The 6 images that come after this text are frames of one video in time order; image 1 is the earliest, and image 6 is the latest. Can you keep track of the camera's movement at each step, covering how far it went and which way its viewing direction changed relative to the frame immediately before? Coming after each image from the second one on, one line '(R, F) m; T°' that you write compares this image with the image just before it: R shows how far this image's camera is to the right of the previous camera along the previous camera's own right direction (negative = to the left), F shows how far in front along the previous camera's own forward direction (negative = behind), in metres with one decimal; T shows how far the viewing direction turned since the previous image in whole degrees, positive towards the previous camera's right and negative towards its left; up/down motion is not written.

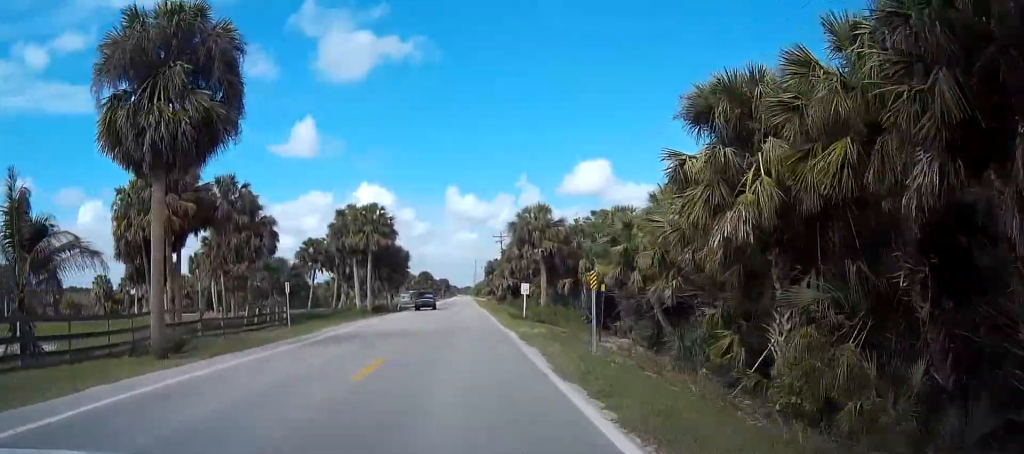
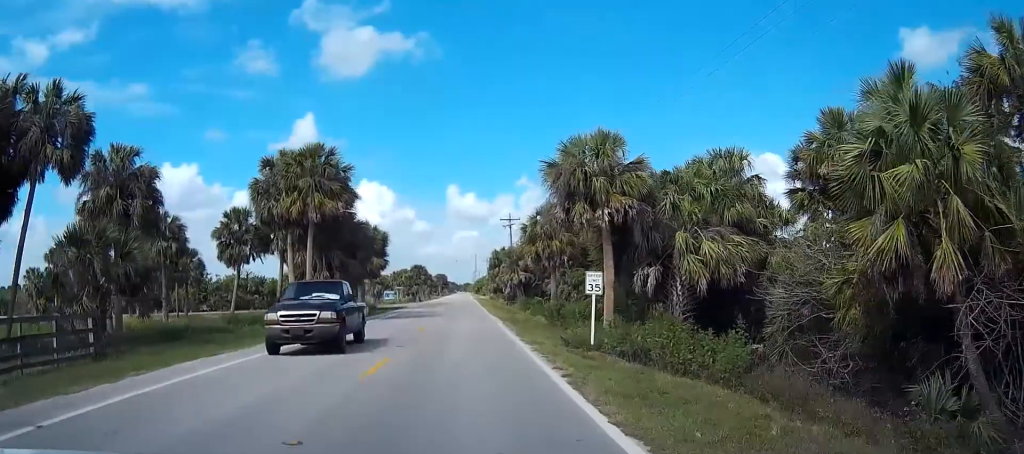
(+0.2, +24.1) m; +1°
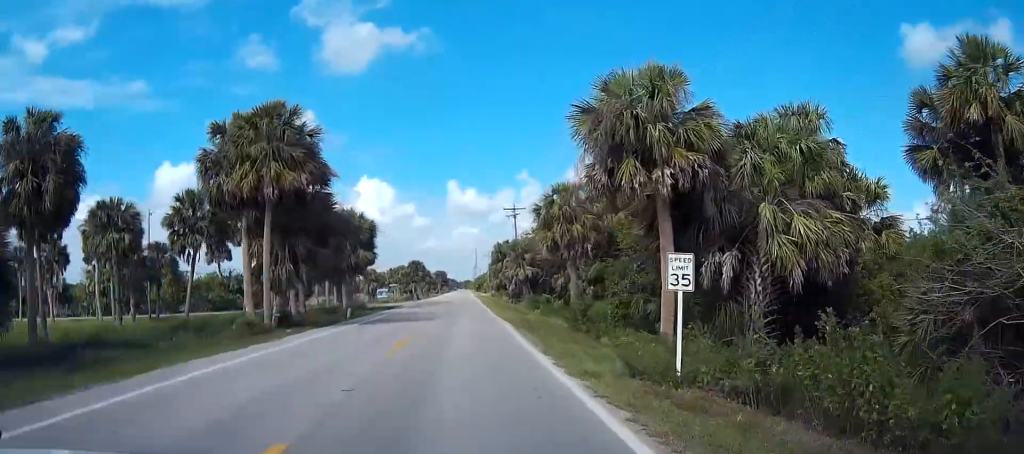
(+0.1, +8.4) m; 0°
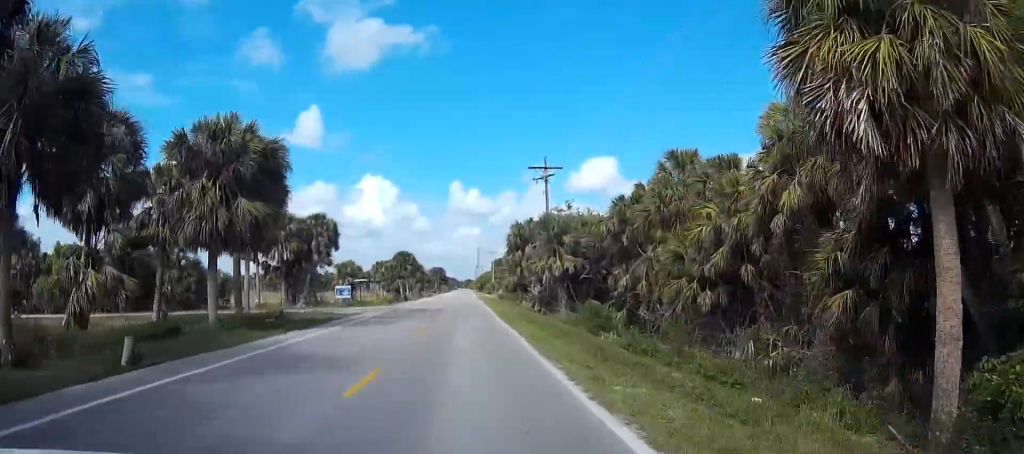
(+0.2, +29.5) m; 0°
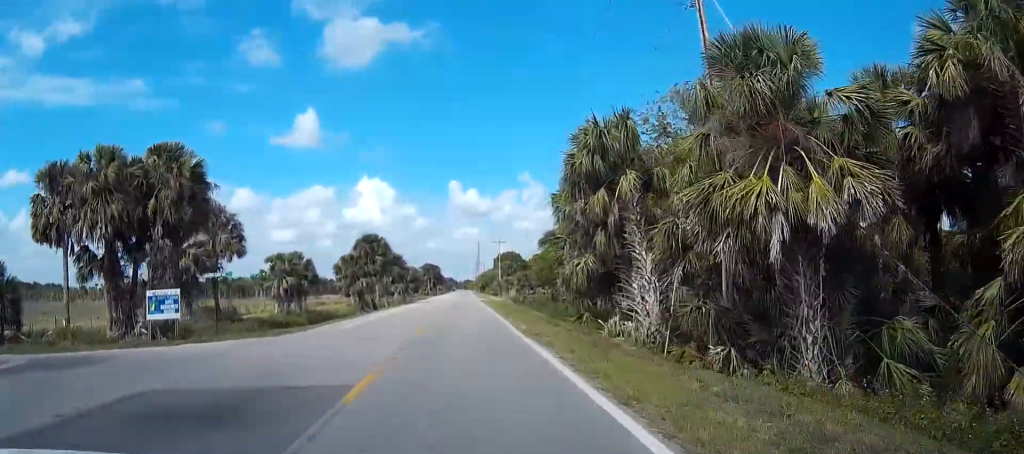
(-0.3, +36.7) m; 0°
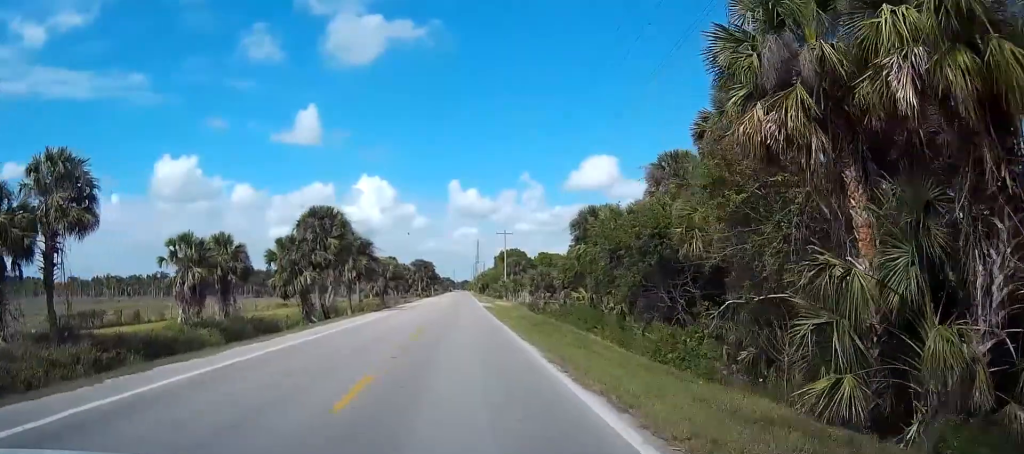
(0.0, +24.2) m; 0°
